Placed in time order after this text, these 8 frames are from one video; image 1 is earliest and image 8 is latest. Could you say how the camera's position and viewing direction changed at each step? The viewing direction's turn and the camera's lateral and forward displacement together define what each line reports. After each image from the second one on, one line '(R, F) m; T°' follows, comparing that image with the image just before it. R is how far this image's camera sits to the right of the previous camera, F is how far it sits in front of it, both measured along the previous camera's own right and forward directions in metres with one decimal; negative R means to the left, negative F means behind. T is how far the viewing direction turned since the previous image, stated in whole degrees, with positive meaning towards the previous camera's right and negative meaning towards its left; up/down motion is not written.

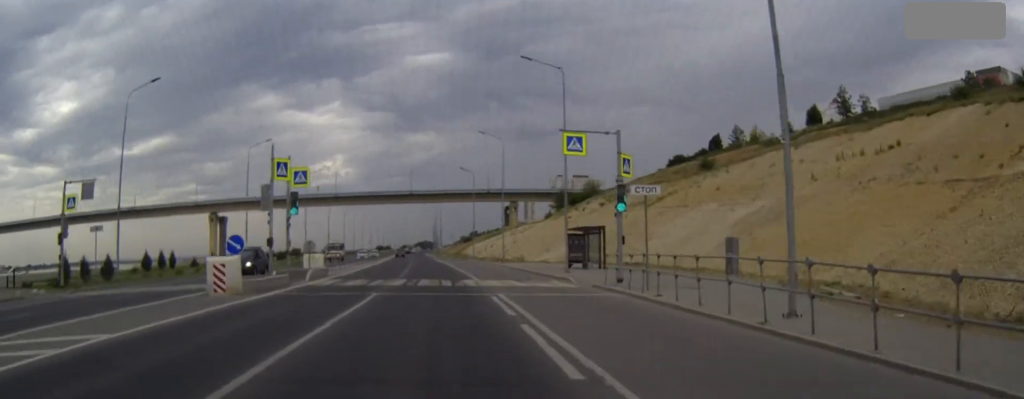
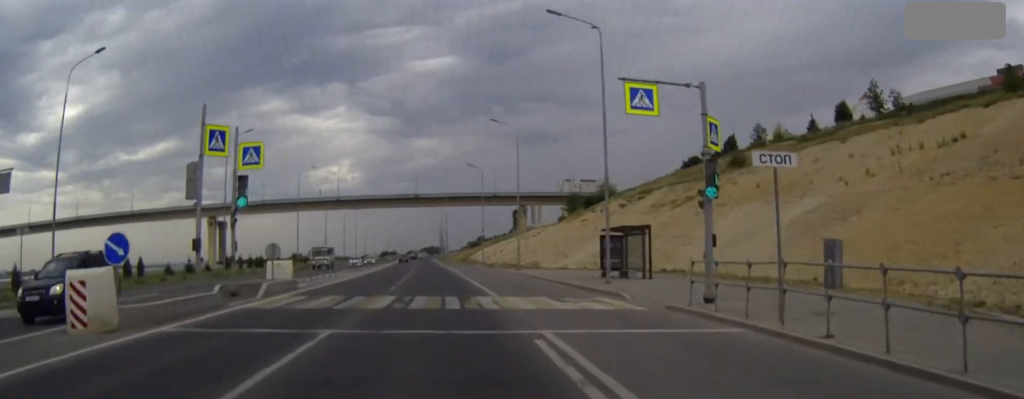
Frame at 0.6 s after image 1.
(0.0, +10.0) m; -1°
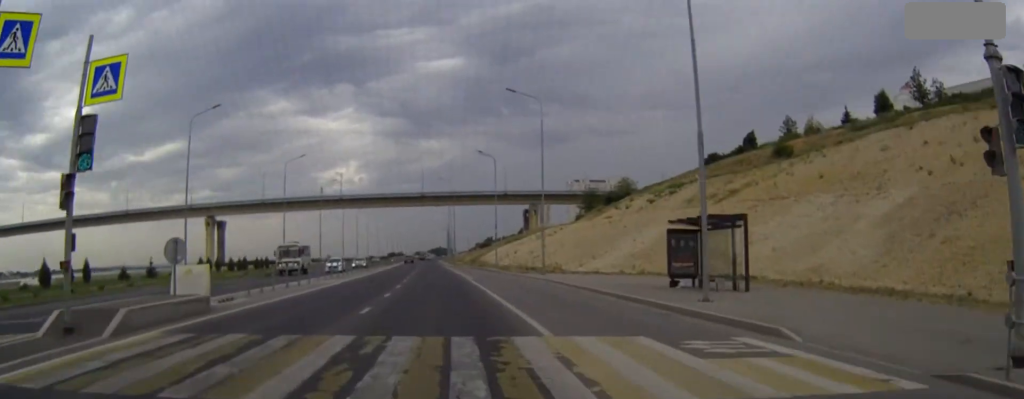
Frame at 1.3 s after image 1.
(-0.1, +12.4) m; -1°
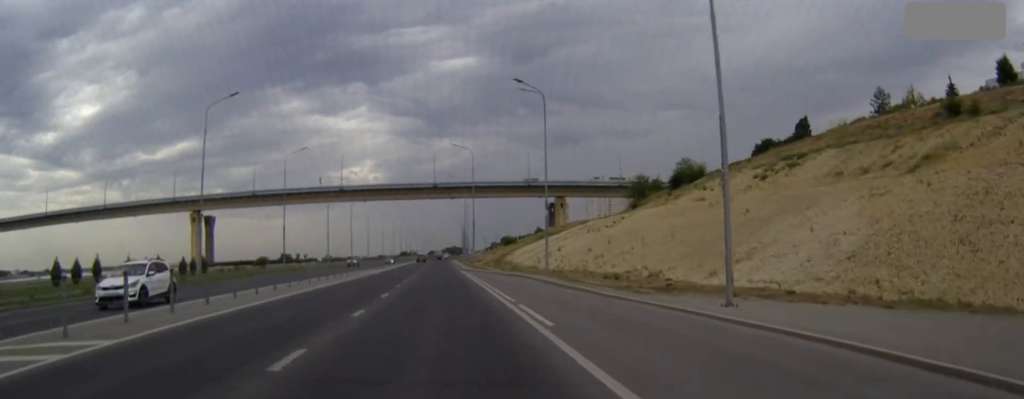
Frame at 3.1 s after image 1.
(-0.4, +33.4) m; -1°
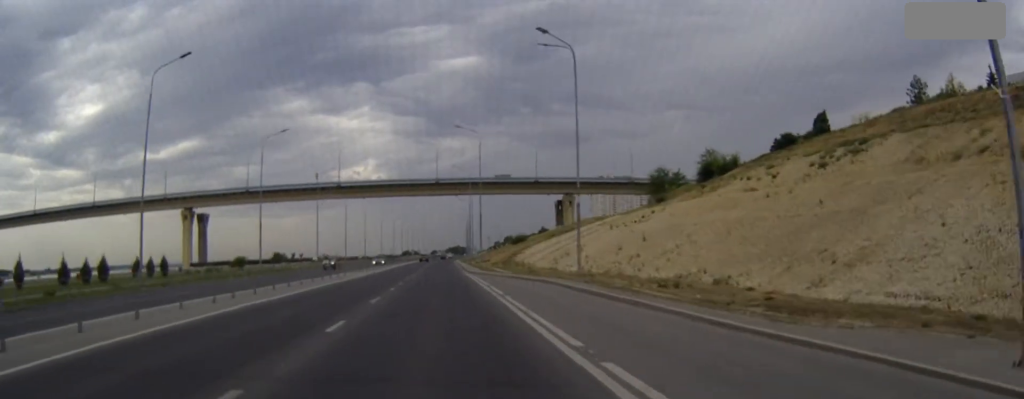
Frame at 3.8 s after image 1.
(0.0, +11.4) m; 0°
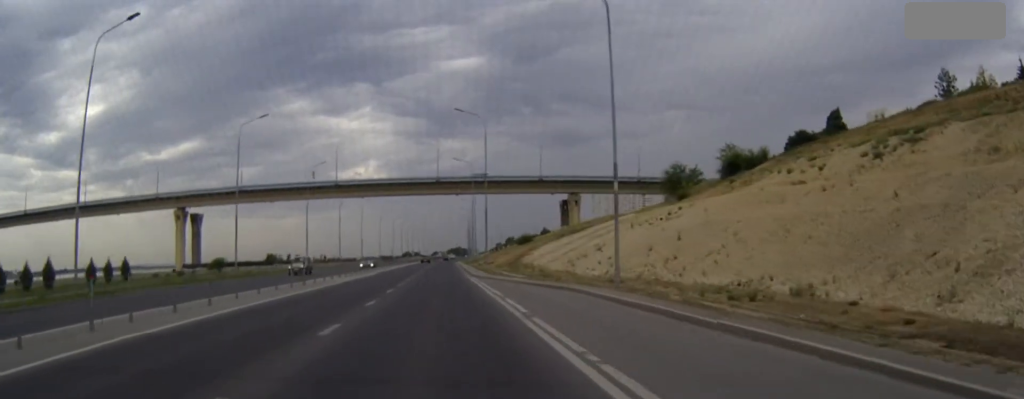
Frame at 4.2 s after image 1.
(0.0, +8.4) m; 0°
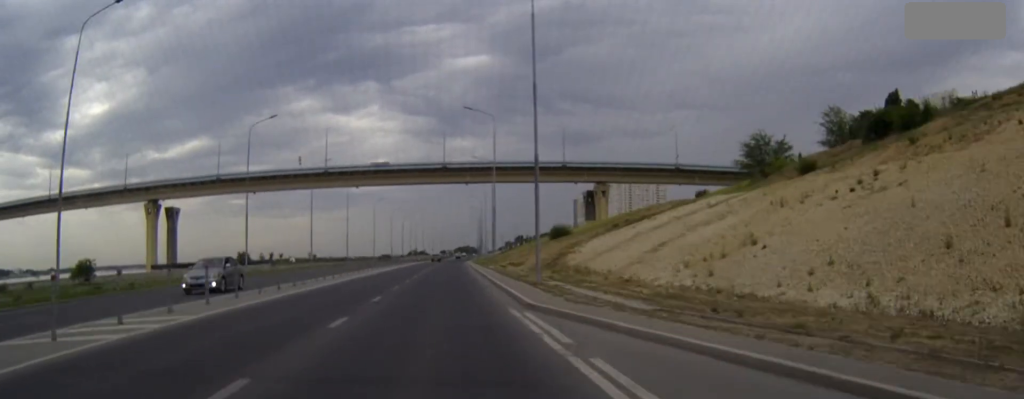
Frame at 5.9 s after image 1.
(-0.2, +30.9) m; -1°
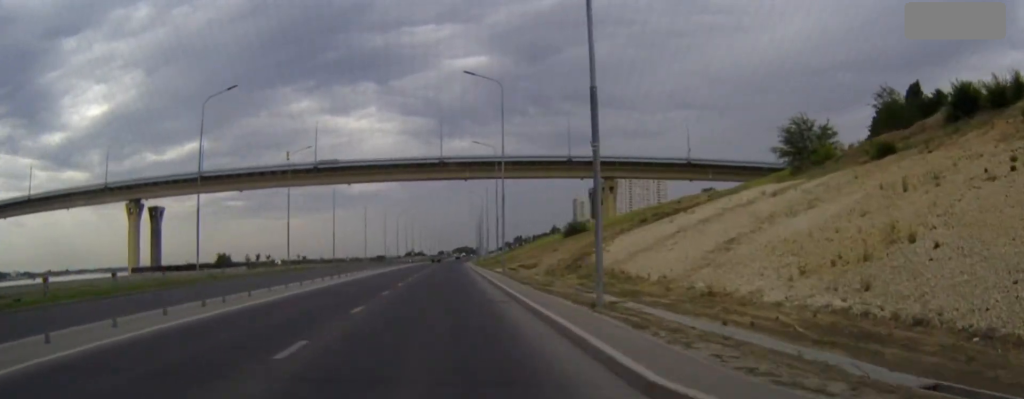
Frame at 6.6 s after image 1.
(0.0, +12.2) m; 0°
